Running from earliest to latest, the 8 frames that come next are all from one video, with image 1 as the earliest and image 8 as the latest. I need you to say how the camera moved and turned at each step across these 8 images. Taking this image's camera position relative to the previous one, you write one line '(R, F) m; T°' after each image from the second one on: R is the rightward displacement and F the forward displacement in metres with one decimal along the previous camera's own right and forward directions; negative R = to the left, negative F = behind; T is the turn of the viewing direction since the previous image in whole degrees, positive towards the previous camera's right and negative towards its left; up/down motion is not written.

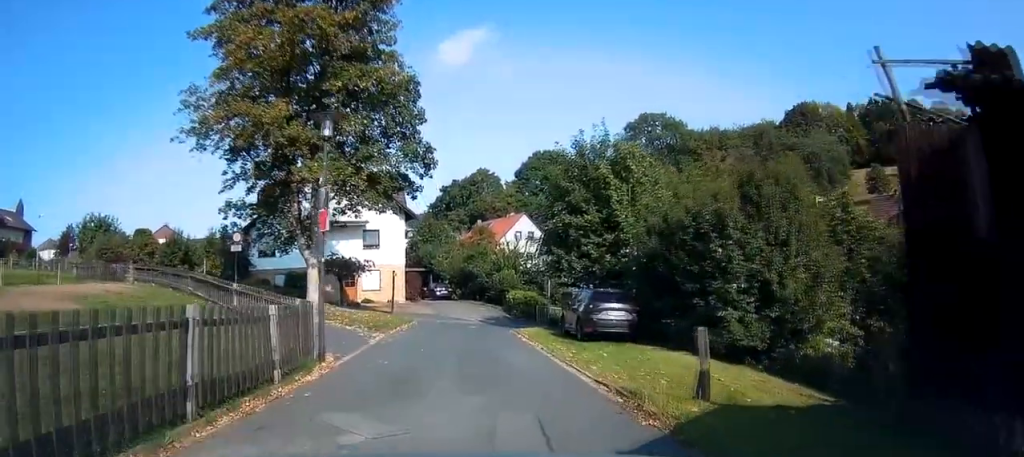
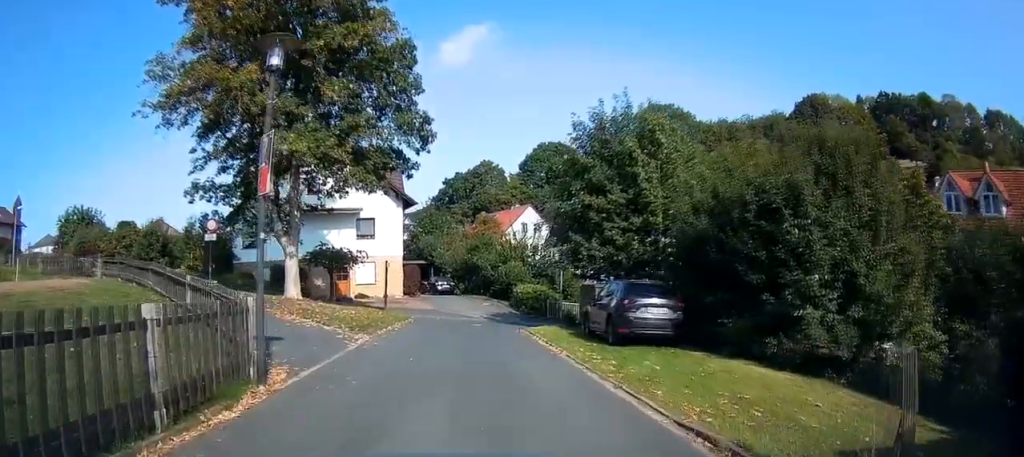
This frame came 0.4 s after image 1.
(0.0, +3.7) m; -1°
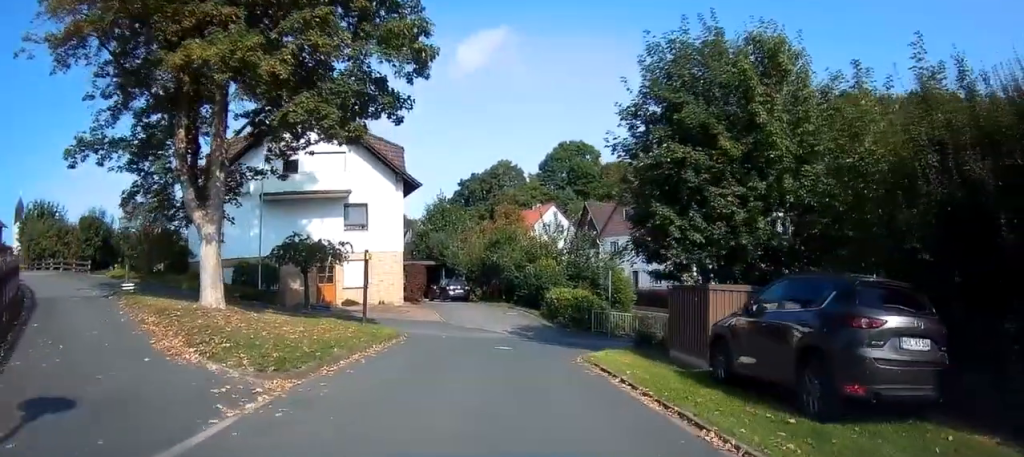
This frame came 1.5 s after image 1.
(-0.1, +8.8) m; 0°
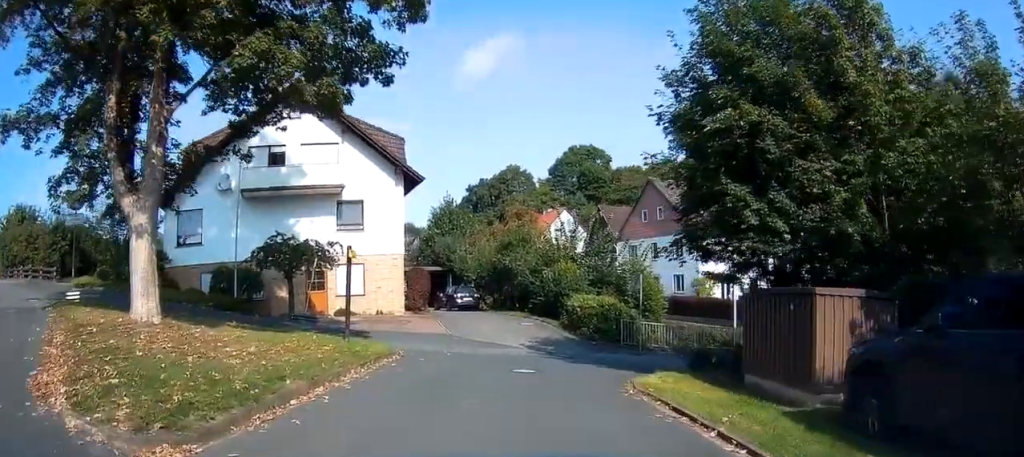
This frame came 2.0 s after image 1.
(0.0, +3.9) m; 0°
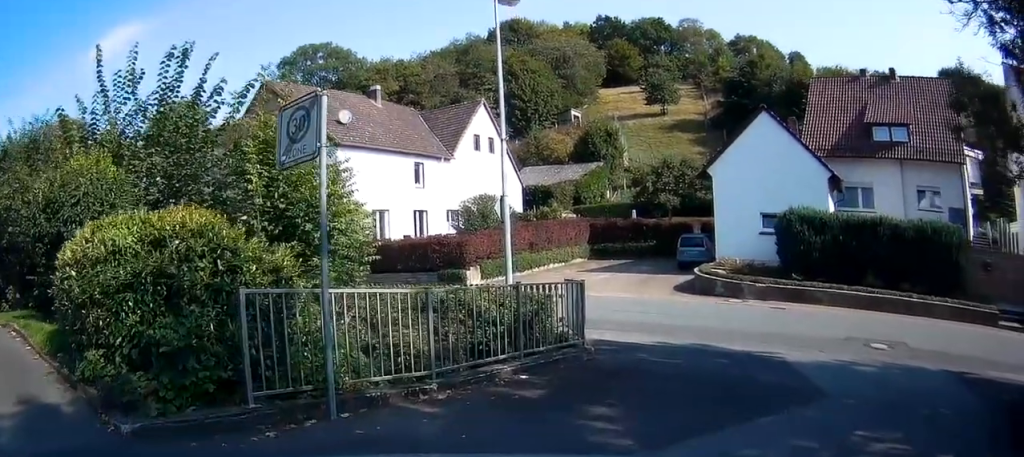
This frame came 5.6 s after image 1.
(+2.7, +21.0) m; +31°
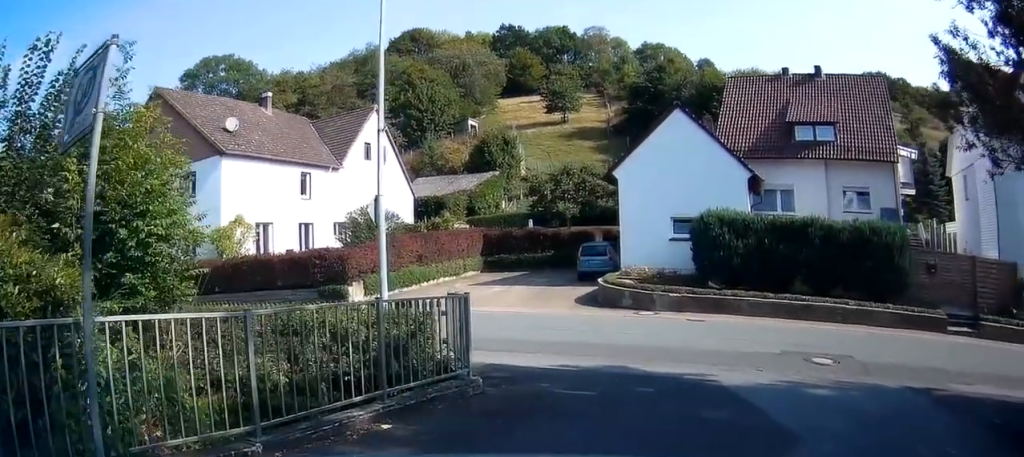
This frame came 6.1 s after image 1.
(+0.2, +2.3) m; +11°
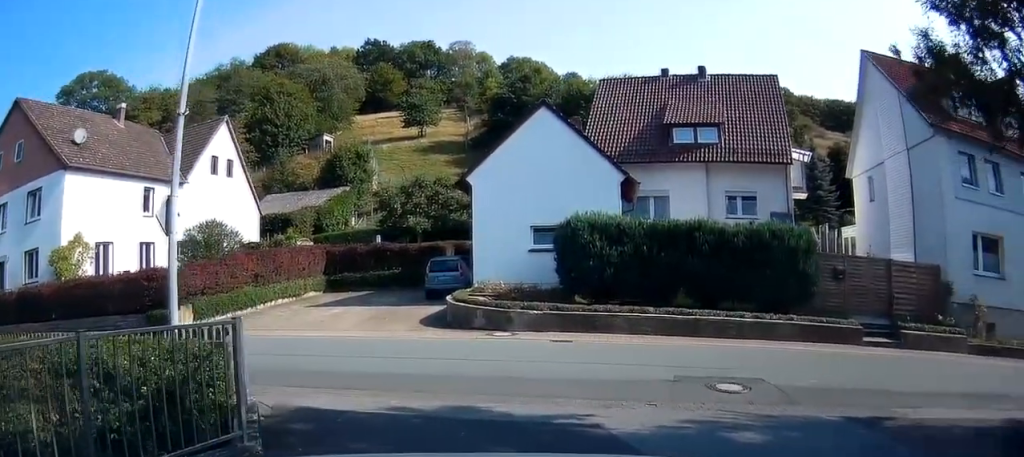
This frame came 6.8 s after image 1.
(-0.2, +3.1) m; +17°
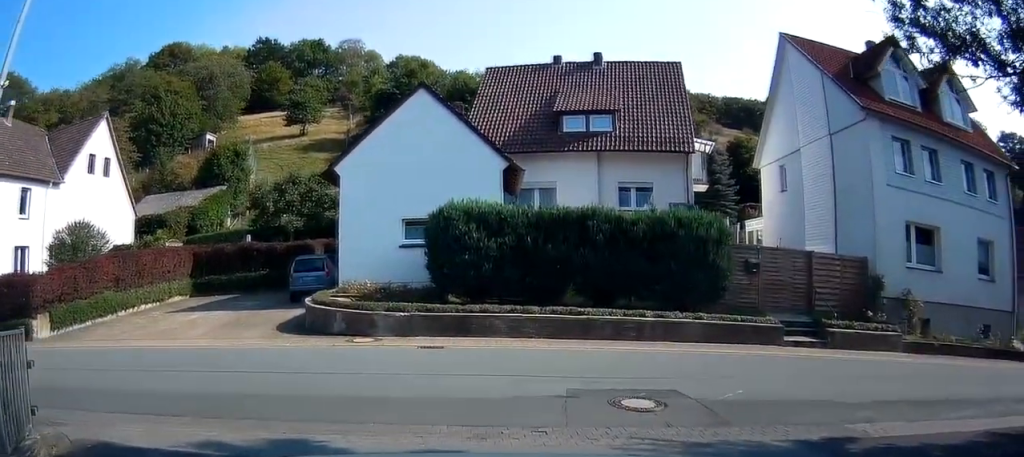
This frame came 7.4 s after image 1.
(+0.9, +2.0) m; +22°
